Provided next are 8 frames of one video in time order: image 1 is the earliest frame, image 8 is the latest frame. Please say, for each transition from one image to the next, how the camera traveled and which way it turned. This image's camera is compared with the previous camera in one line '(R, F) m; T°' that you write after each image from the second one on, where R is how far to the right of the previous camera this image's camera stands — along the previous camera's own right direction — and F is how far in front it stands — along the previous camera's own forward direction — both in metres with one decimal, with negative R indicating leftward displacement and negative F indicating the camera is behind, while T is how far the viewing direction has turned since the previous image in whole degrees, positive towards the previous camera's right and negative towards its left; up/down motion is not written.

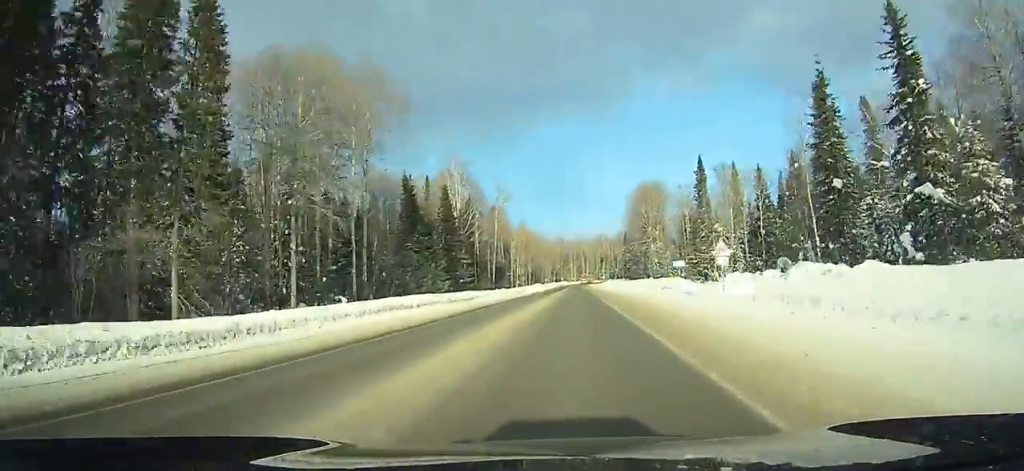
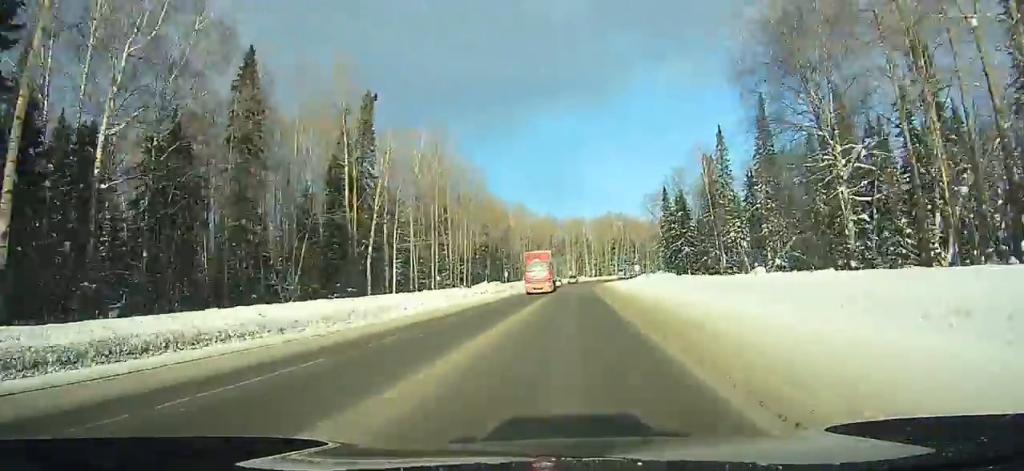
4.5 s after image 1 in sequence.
(-0.6, +99.7) m; 0°
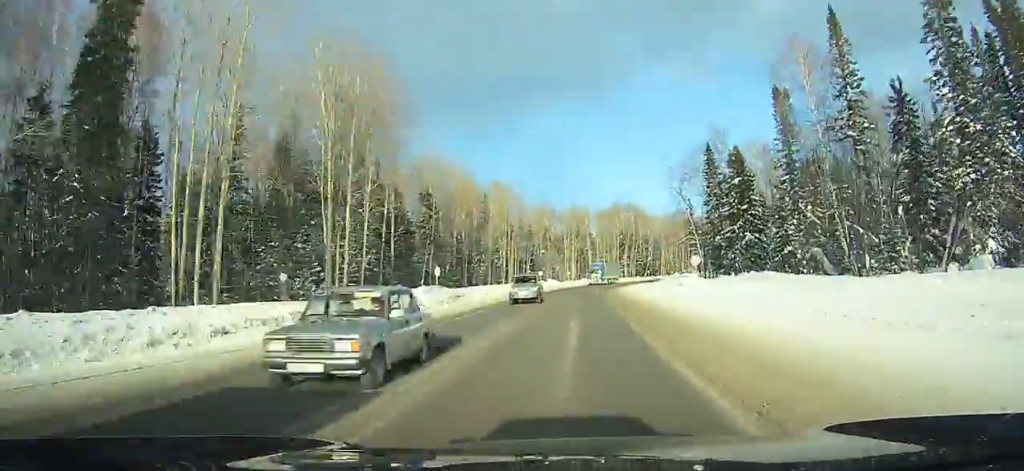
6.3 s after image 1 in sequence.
(-0.3, +38.9) m; +1°
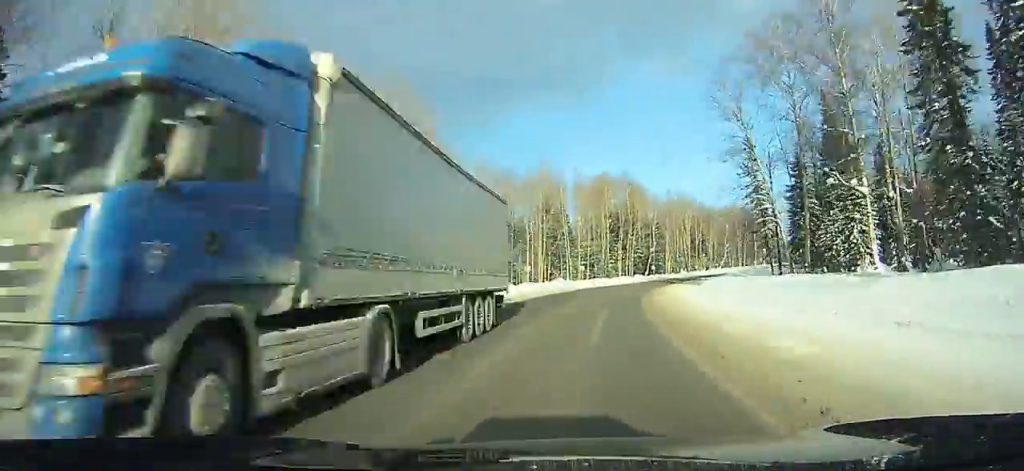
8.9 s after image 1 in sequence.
(+0.9, +54.3) m; +5°
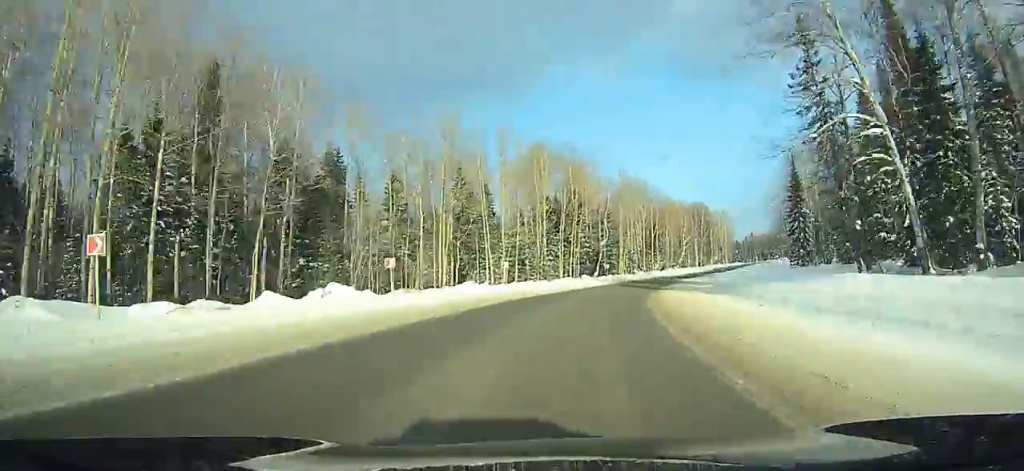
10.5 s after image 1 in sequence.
(+1.6, +32.4) m; +6°
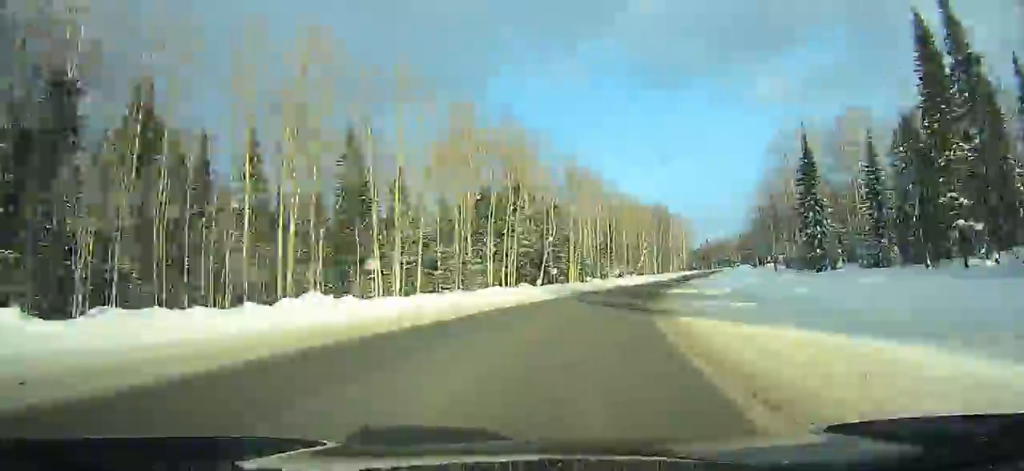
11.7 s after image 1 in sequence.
(+0.5, +24.1) m; +5°
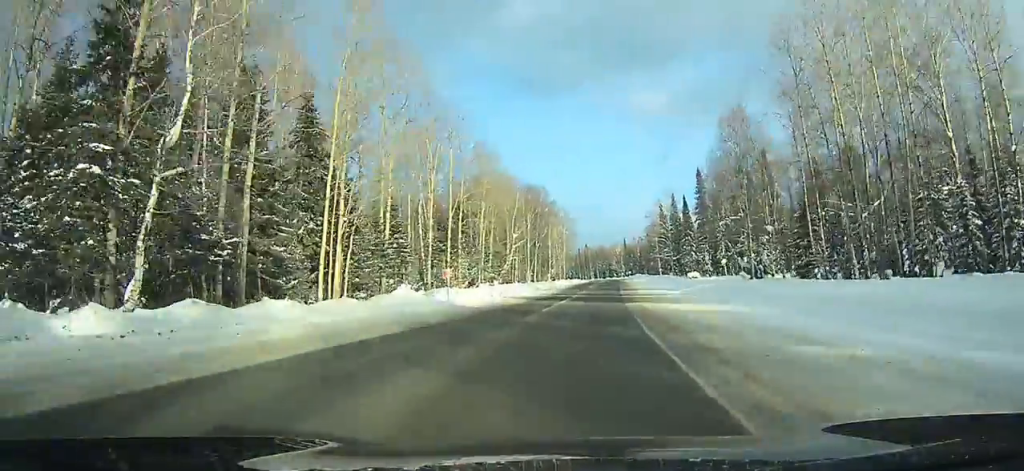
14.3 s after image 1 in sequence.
(+5.7, +50.8) m; +9°
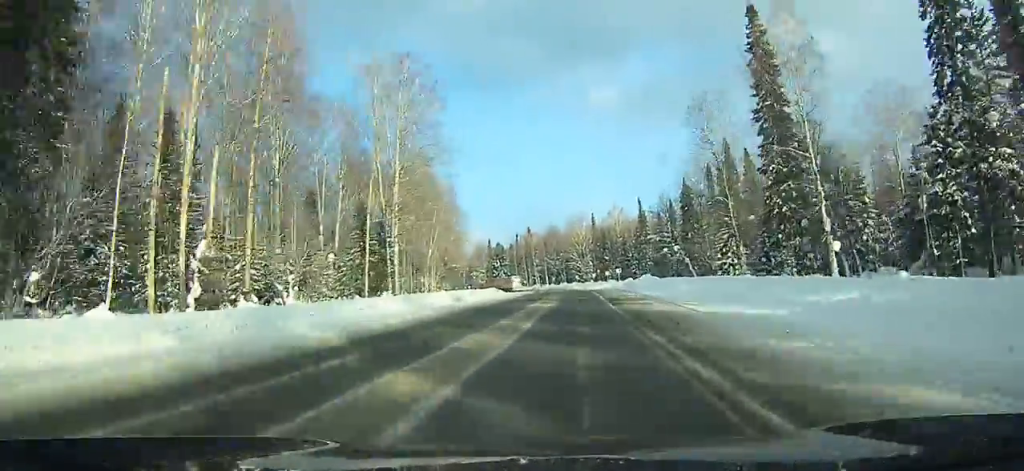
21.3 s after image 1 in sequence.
(+11.7, +139.0) m; +5°
